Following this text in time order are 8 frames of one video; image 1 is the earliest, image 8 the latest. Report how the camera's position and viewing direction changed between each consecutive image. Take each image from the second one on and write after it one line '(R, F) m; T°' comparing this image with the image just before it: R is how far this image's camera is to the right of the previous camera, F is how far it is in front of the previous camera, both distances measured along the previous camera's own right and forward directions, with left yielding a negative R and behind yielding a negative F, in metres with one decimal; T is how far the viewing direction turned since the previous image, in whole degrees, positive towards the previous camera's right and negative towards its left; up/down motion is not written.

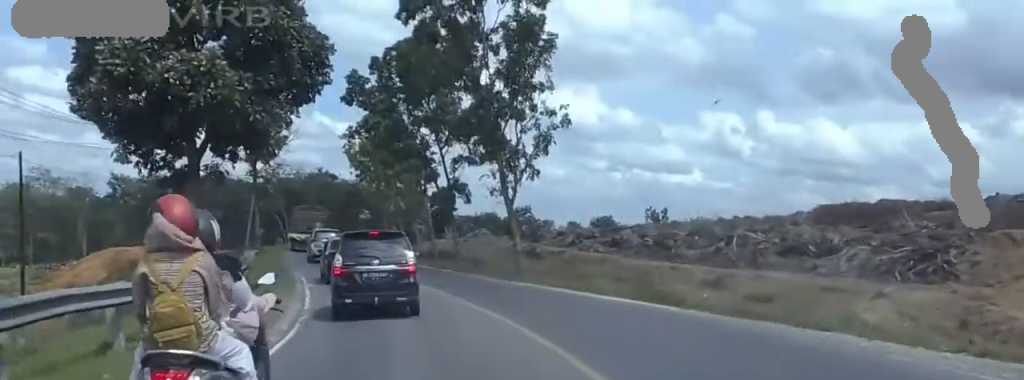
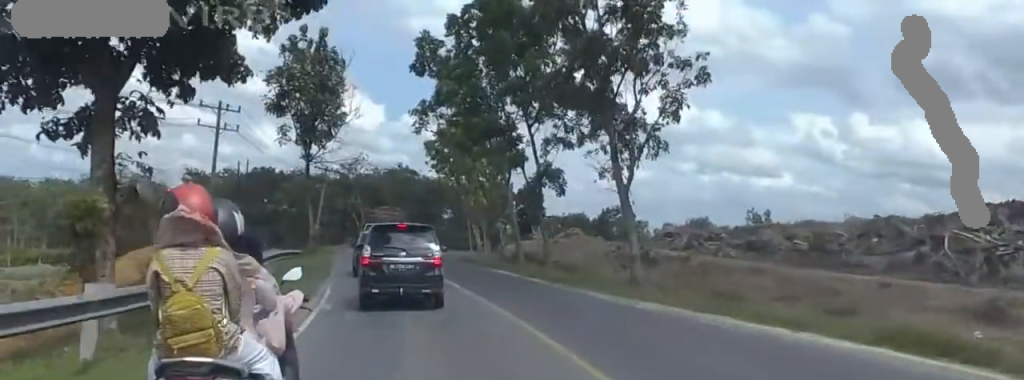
(0.0, +12.9) m; +1°
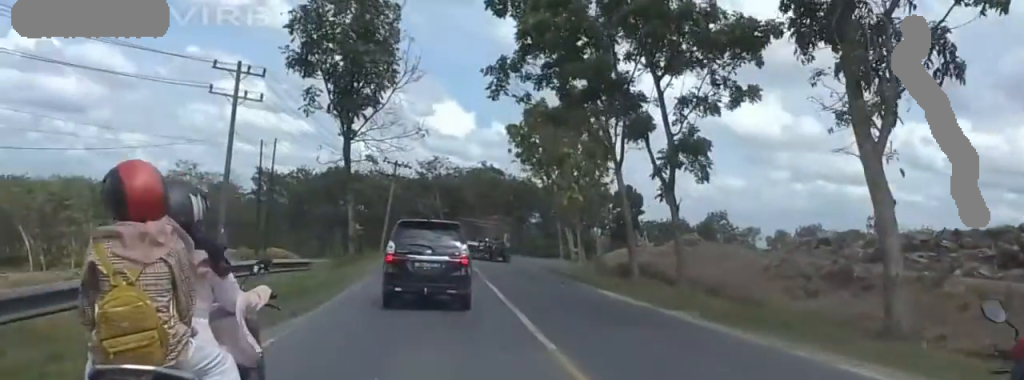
(+0.2, +16.2) m; 0°
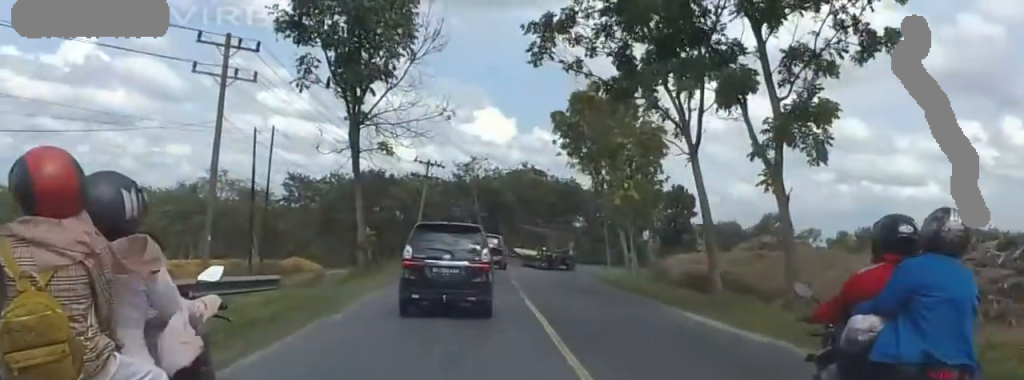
(-0.1, +8.3) m; -1°
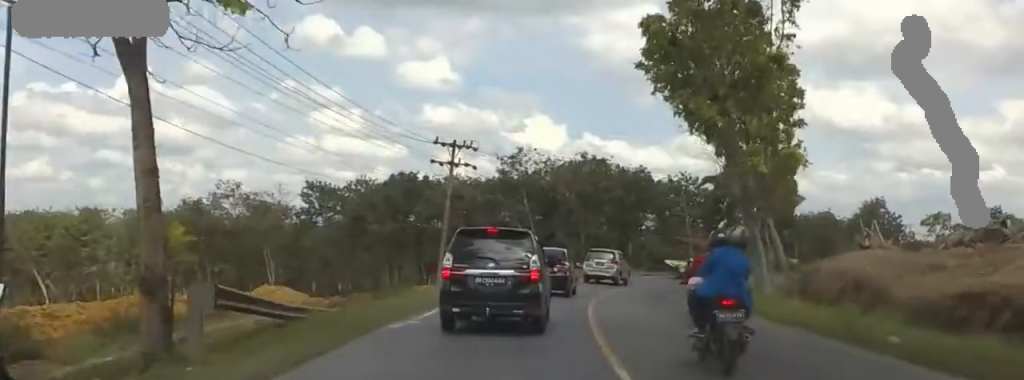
(-0.3, +23.2) m; +1°
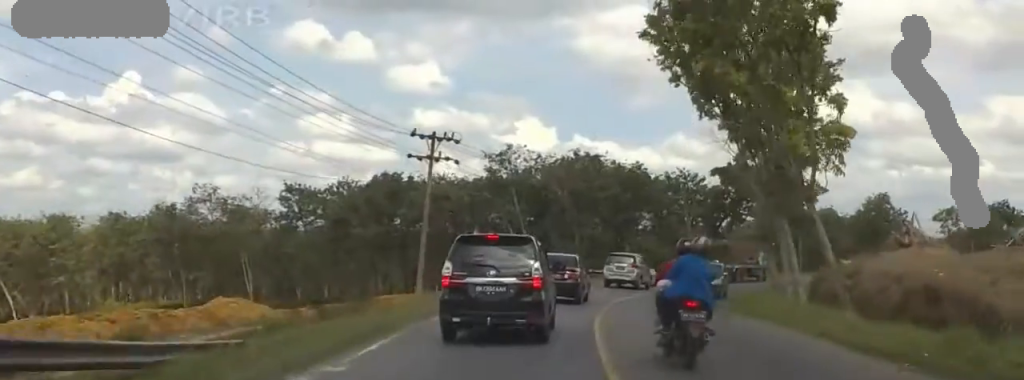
(+0.1, +6.2) m; 0°
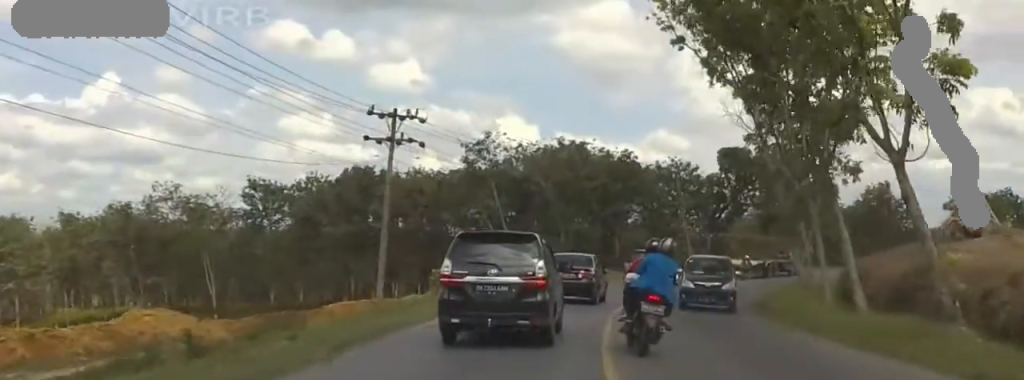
(+0.1, +7.8) m; 0°
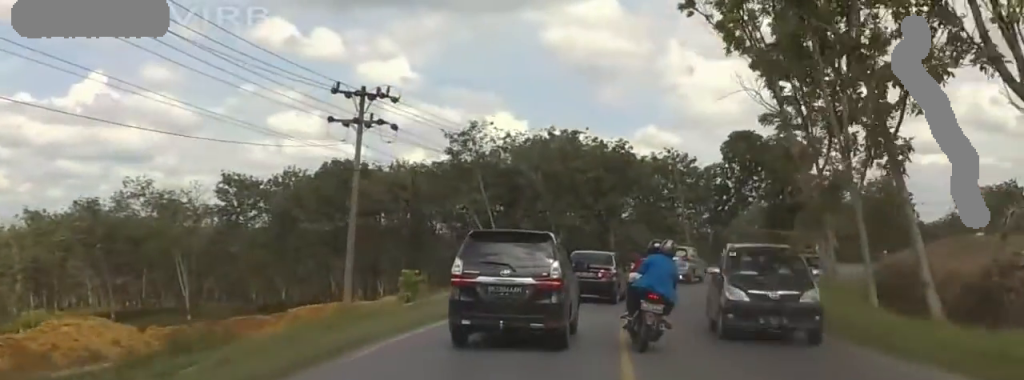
(-0.1, +5.5) m; 0°
